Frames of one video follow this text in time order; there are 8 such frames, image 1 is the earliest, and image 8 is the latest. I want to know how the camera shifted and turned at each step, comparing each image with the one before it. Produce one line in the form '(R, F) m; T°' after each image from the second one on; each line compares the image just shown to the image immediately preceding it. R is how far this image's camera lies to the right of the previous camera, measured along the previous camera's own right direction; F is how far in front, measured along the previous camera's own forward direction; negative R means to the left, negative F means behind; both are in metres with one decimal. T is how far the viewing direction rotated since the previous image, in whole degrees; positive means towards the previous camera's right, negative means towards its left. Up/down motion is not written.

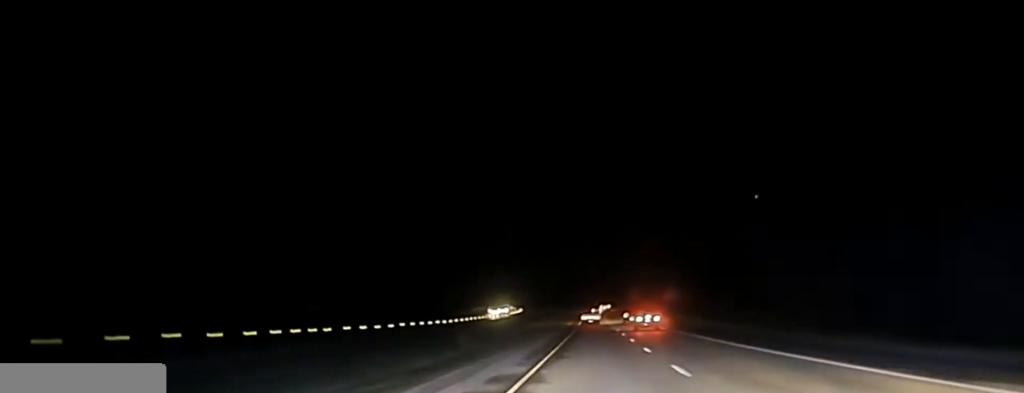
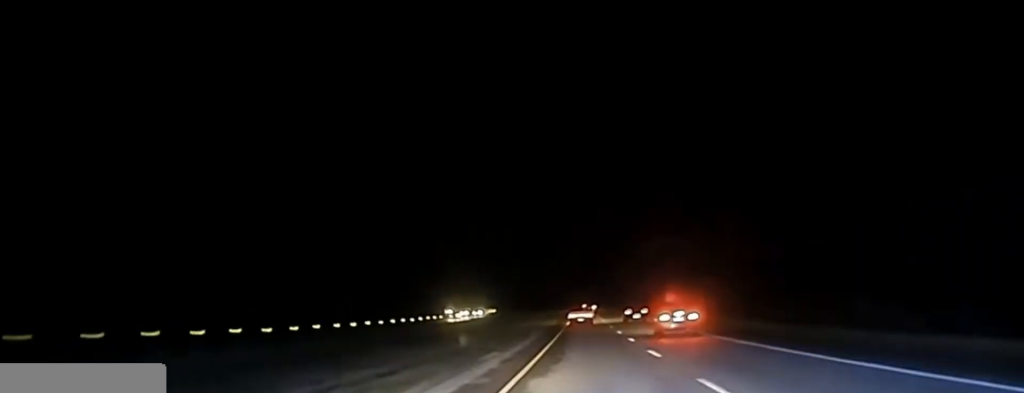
(+0.2, +54.6) m; 0°
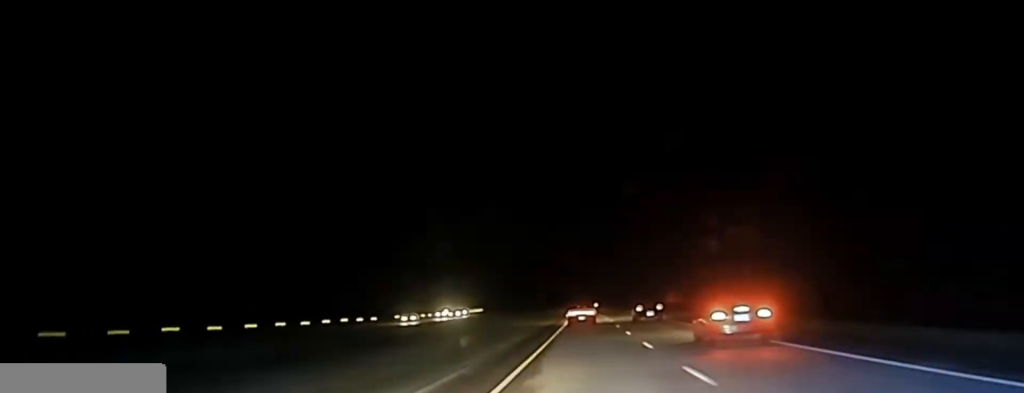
(0.0, +35.3) m; 0°
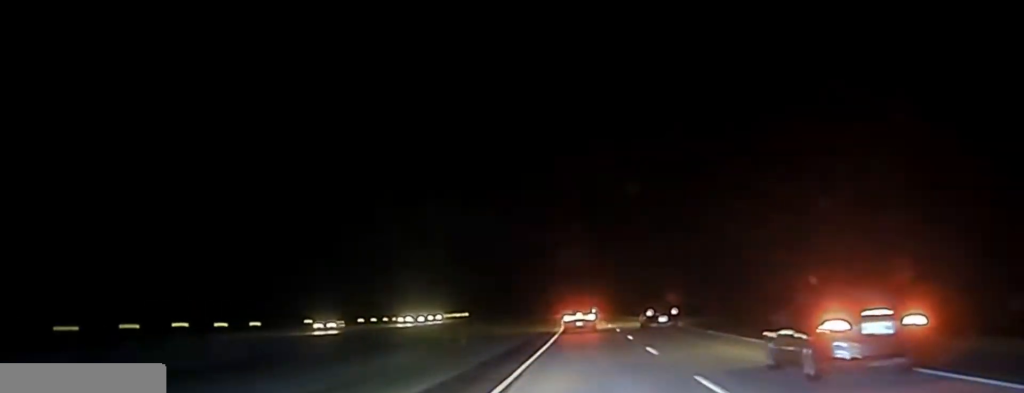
(0.0, +27.1) m; 0°
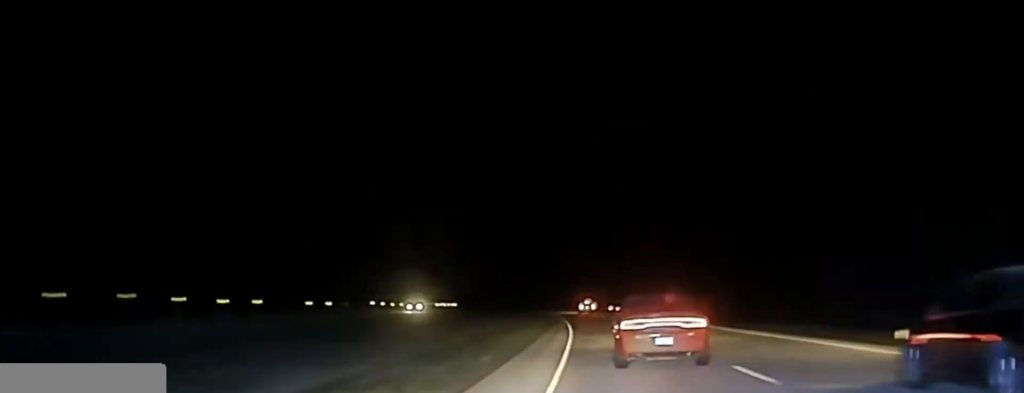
(-2.6, +108.7) m; -4°
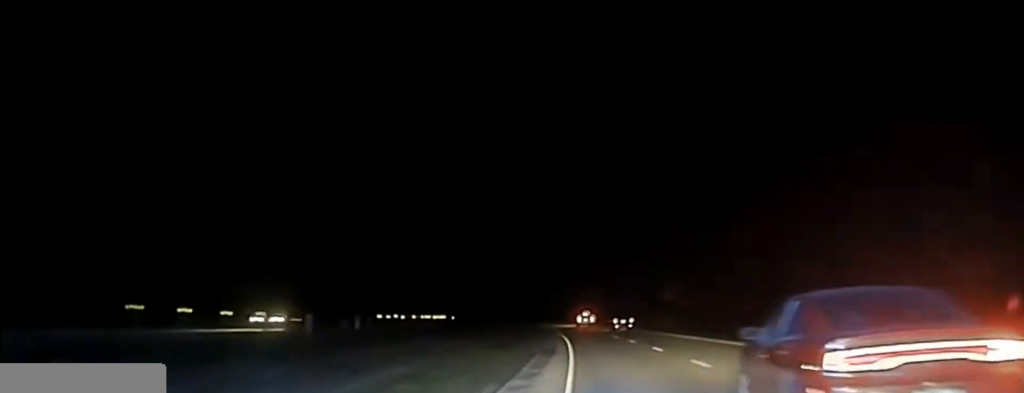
(-0.7, +43.8) m; -1°
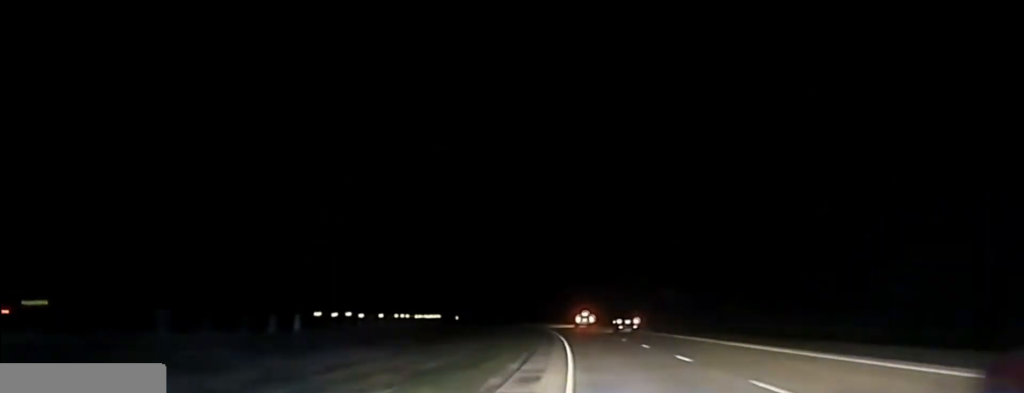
(0.0, +21.6) m; -1°
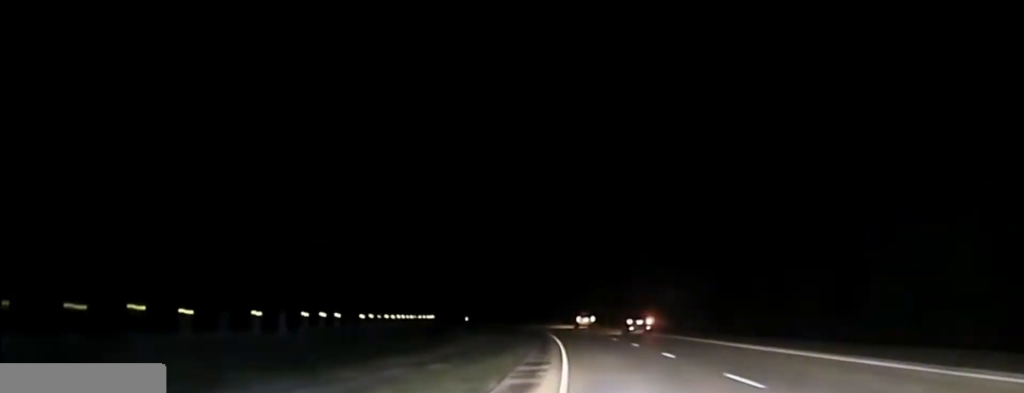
(-0.5, +36.1) m; -2°
